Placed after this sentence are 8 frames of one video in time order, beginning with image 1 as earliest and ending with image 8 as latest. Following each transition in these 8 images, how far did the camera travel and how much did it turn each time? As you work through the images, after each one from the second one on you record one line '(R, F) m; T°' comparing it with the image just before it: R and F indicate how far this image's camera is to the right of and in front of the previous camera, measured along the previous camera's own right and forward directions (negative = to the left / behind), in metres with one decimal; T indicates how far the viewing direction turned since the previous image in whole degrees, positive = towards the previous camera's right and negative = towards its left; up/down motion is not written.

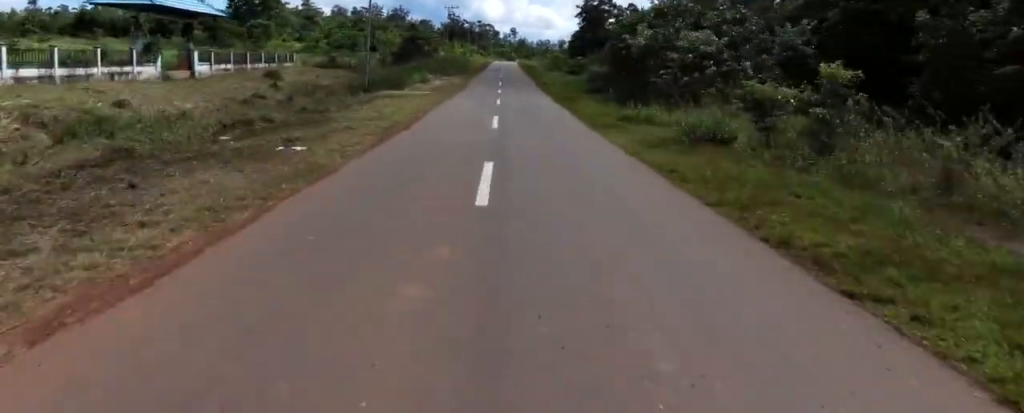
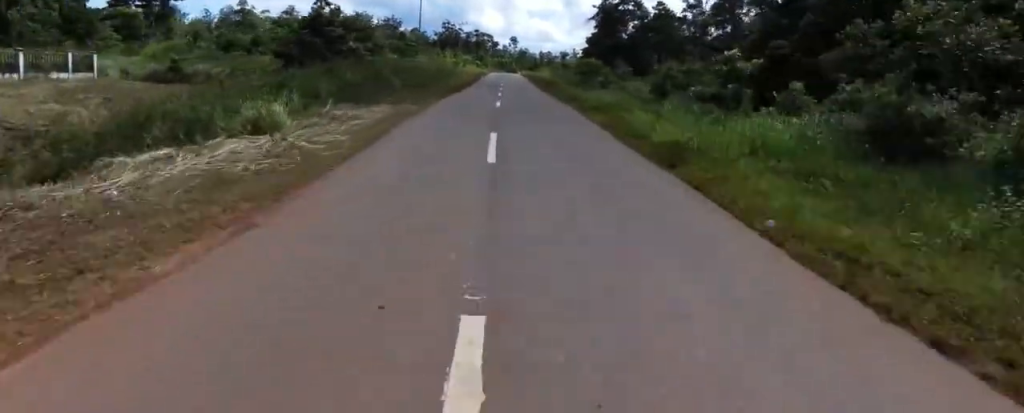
(-0.5, +28.6) m; +1°
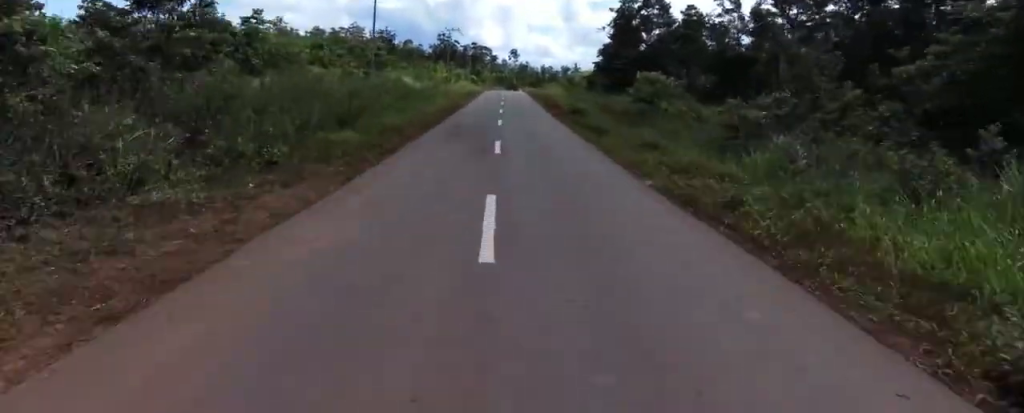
(+0.9, +20.9) m; 0°
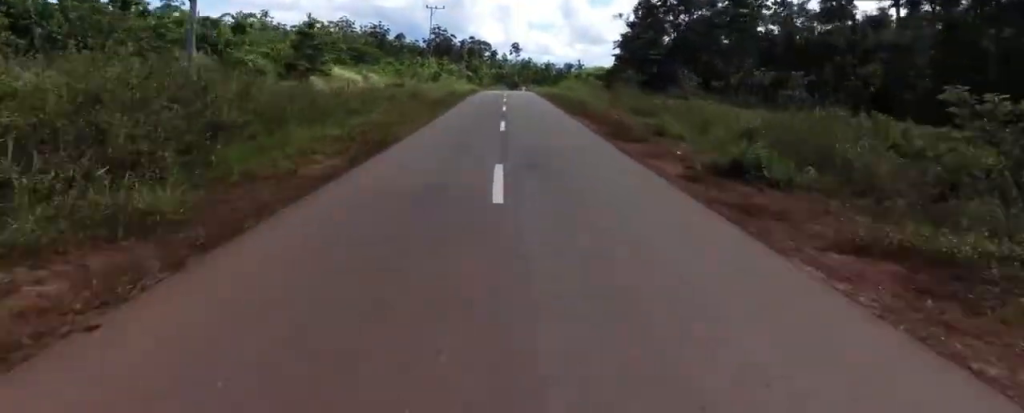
(-1.0, +23.0) m; -1°
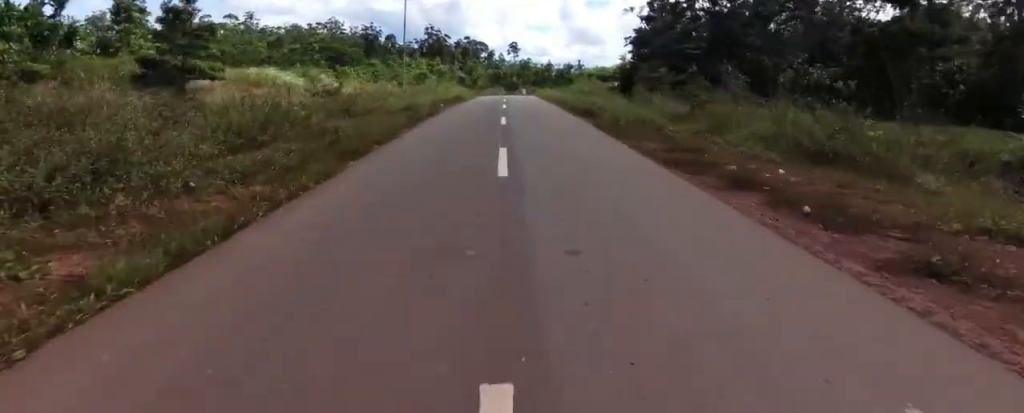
(+0.3, +14.5) m; +1°
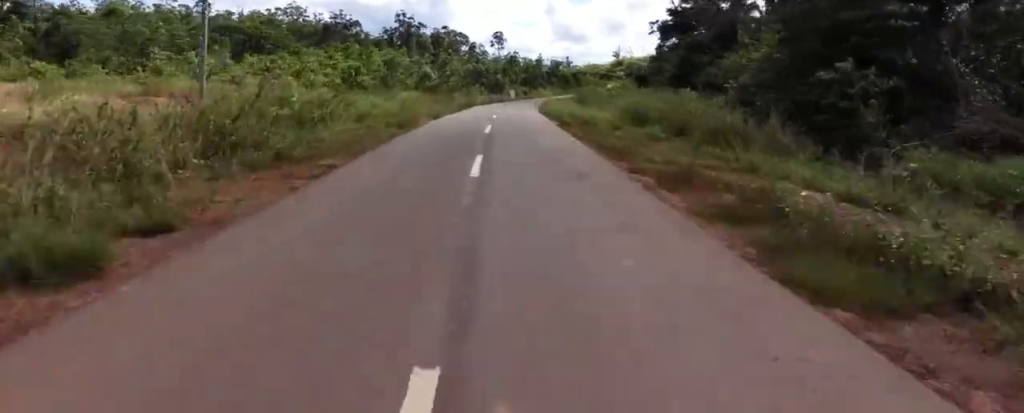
(+0.5, +33.3) m; +1°
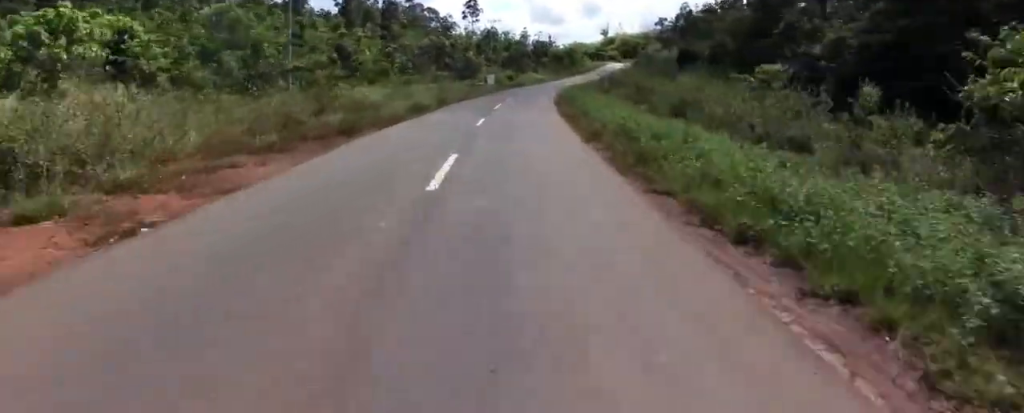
(+0.3, +33.9) m; +2°
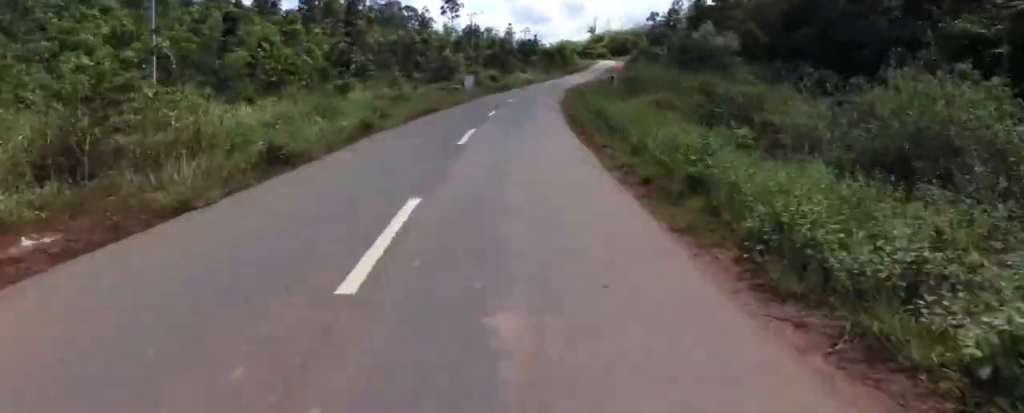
(-0.1, +11.4) m; +2°
